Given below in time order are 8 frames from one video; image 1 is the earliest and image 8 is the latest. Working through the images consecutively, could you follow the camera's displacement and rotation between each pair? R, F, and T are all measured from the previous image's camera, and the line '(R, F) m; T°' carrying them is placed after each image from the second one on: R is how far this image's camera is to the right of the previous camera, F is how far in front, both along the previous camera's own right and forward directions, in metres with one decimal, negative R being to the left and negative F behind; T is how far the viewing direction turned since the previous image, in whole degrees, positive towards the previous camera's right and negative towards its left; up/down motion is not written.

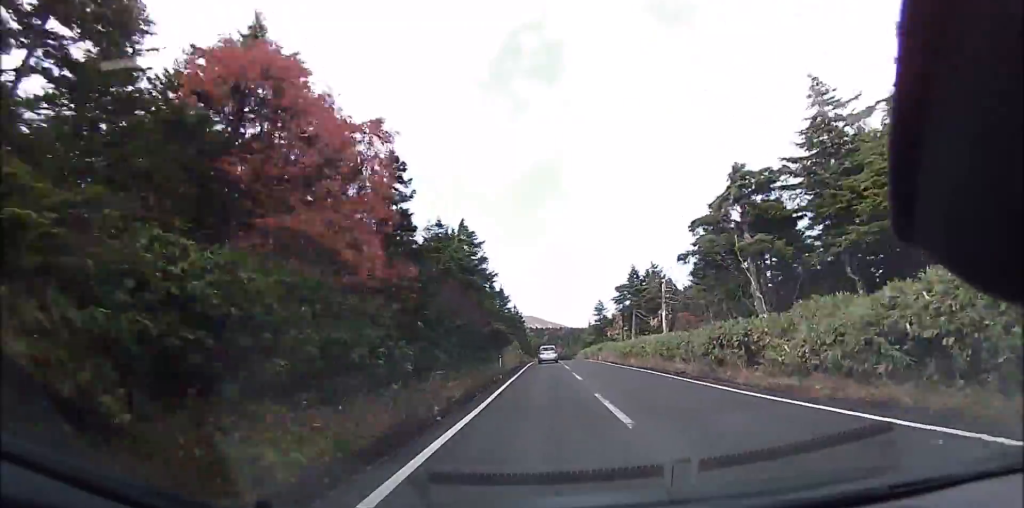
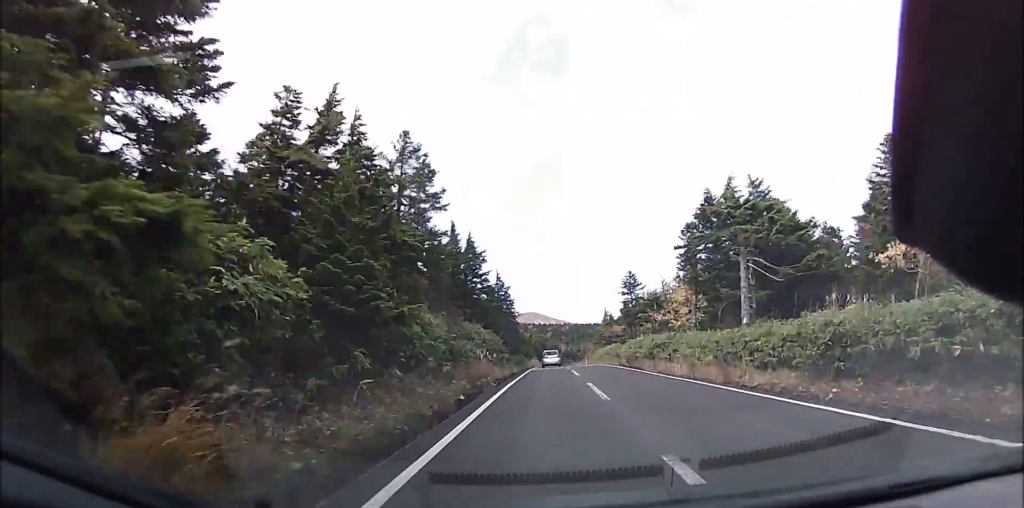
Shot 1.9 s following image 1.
(-0.3, +26.1) m; -2°
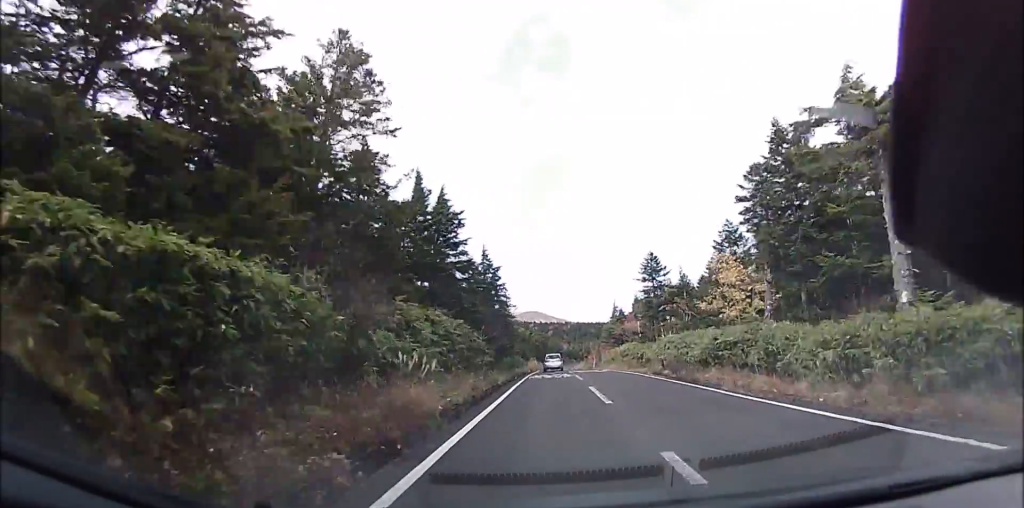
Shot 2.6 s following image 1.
(-0.3, +10.2) m; 0°
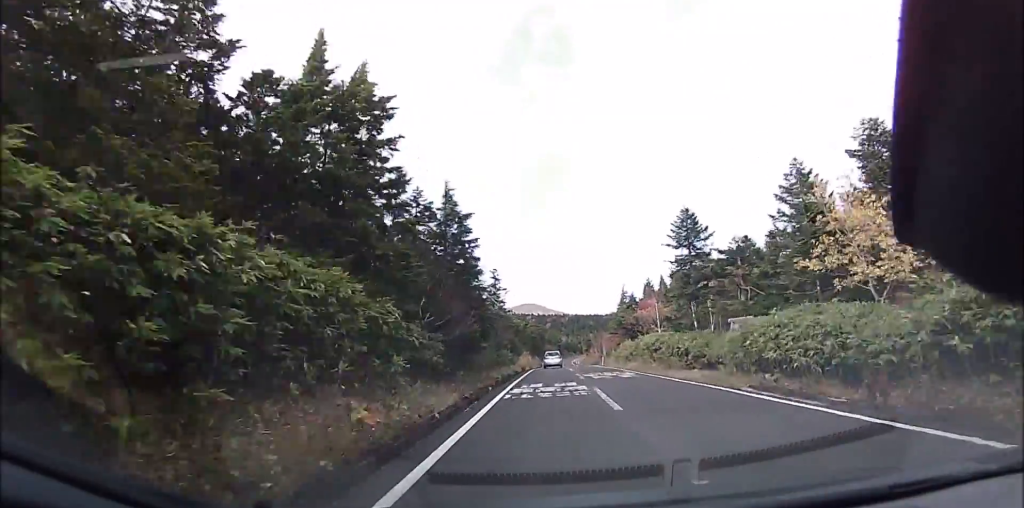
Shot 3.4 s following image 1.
(-0.3, +11.8) m; 0°
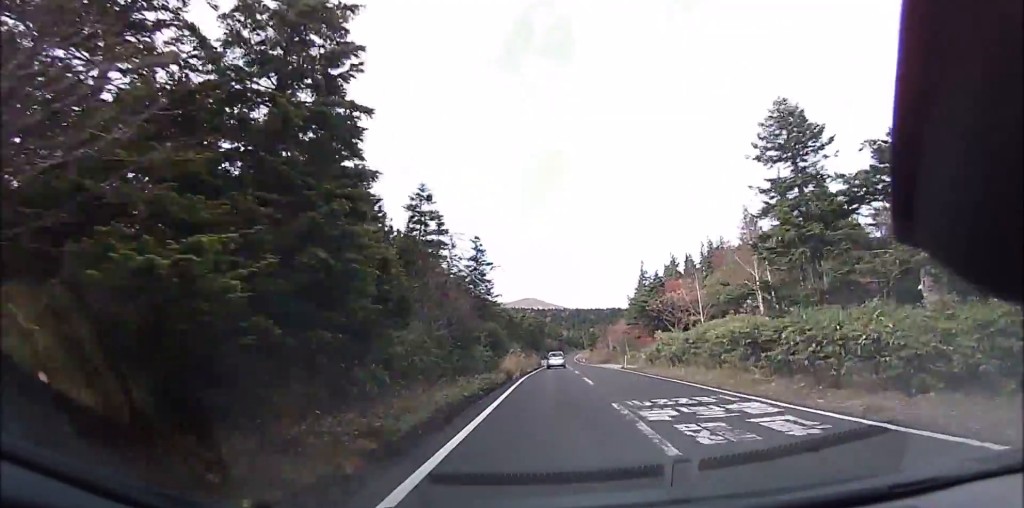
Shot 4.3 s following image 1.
(+0.3, +13.5) m; +1°
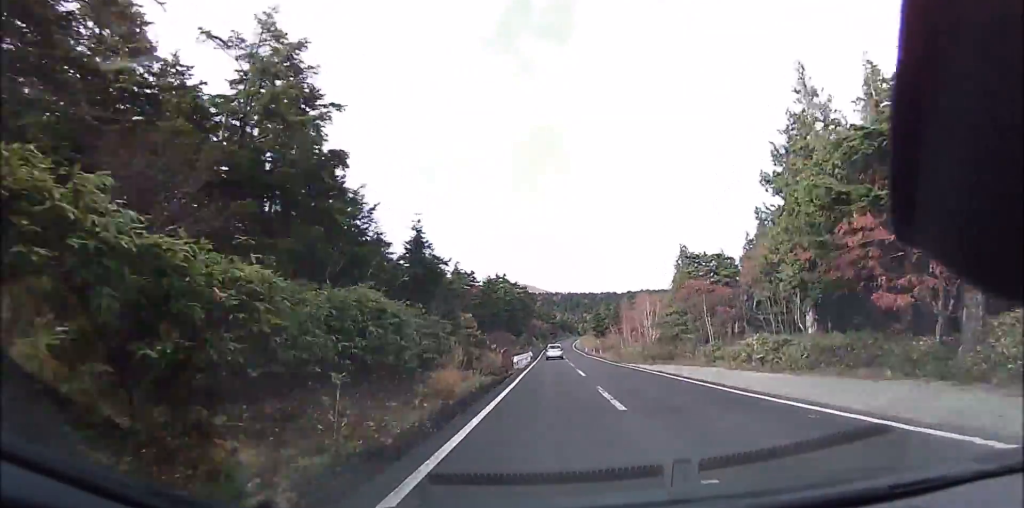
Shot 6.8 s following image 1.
(+0.8, +36.0) m; +3°
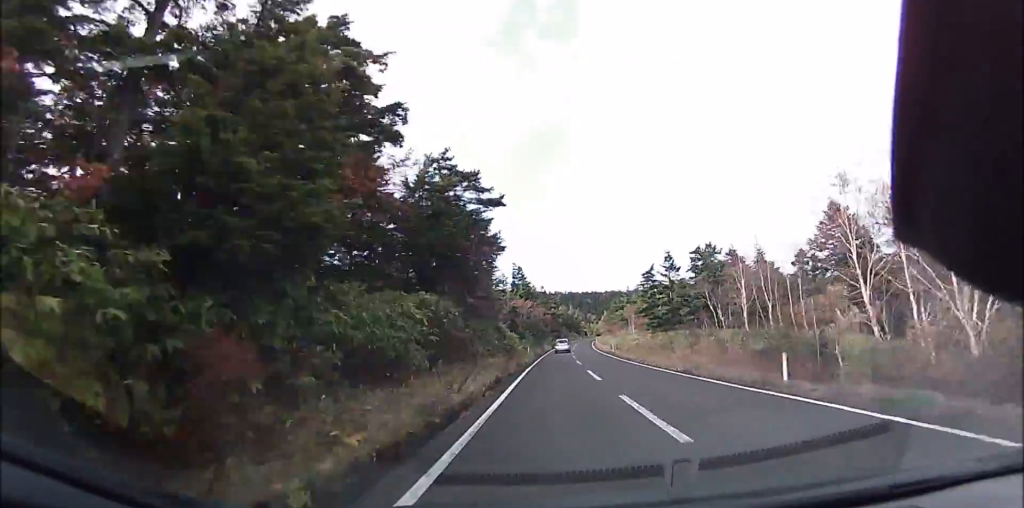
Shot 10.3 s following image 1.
(-0.1, +53.6) m; -2°
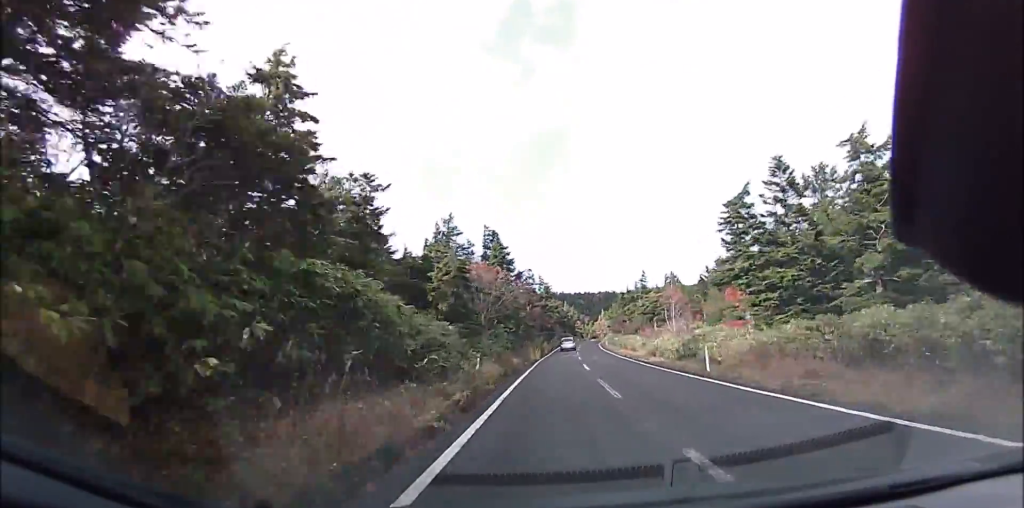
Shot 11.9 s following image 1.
(-0.1, +25.2) m; +1°
